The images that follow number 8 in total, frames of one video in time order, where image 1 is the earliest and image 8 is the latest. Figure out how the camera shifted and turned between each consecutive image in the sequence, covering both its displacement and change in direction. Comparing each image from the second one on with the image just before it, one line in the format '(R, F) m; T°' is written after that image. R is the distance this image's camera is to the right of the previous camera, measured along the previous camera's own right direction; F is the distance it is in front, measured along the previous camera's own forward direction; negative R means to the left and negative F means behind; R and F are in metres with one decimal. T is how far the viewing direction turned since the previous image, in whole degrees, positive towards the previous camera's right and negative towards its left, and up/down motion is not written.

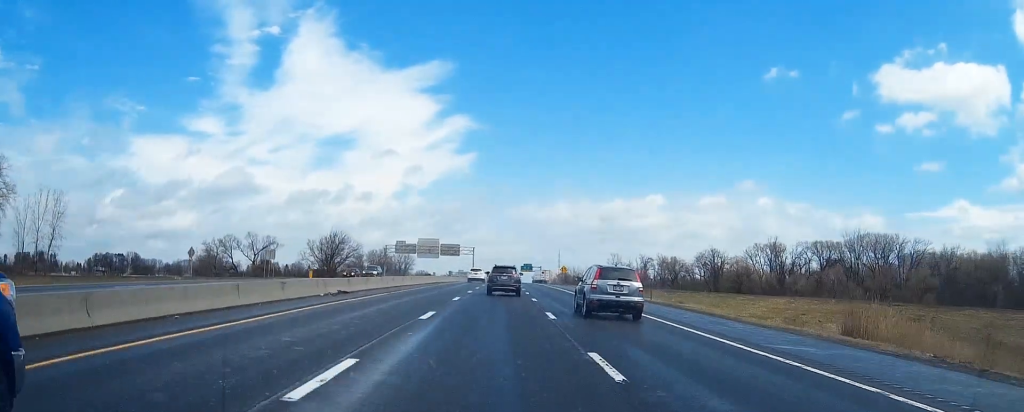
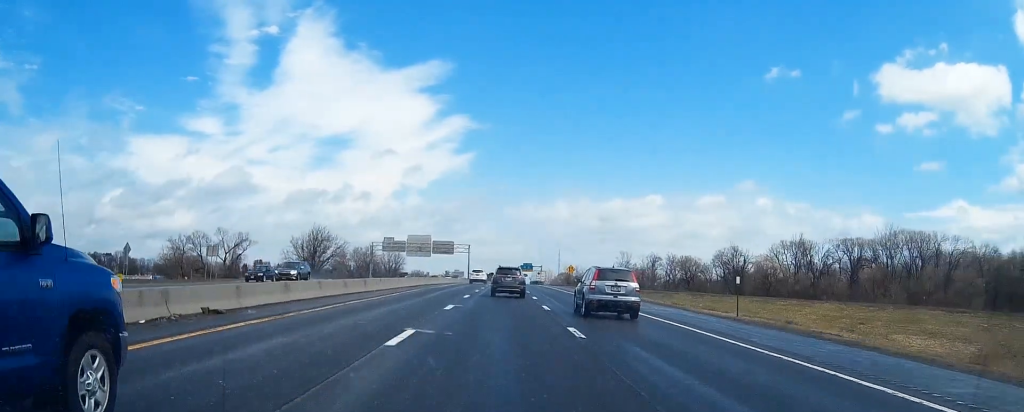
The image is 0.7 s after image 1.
(0.0, +19.0) m; 0°
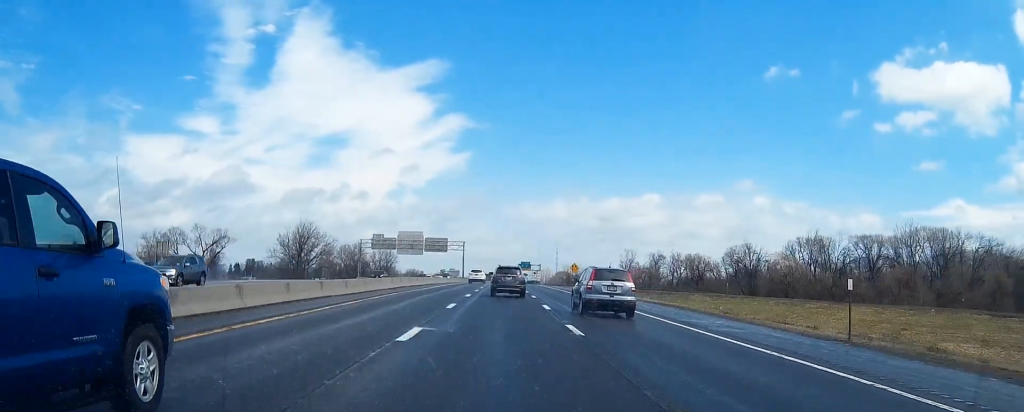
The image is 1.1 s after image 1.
(0.0, +11.3) m; 0°
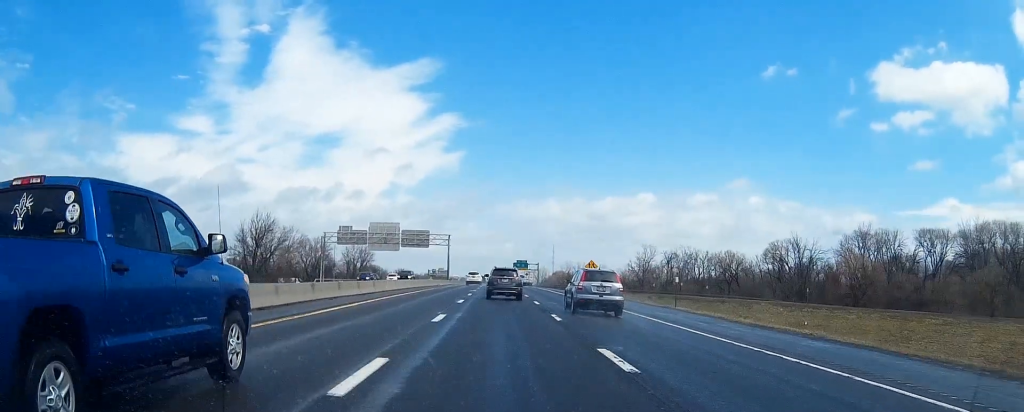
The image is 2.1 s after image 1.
(+0.1, +30.0) m; 0°
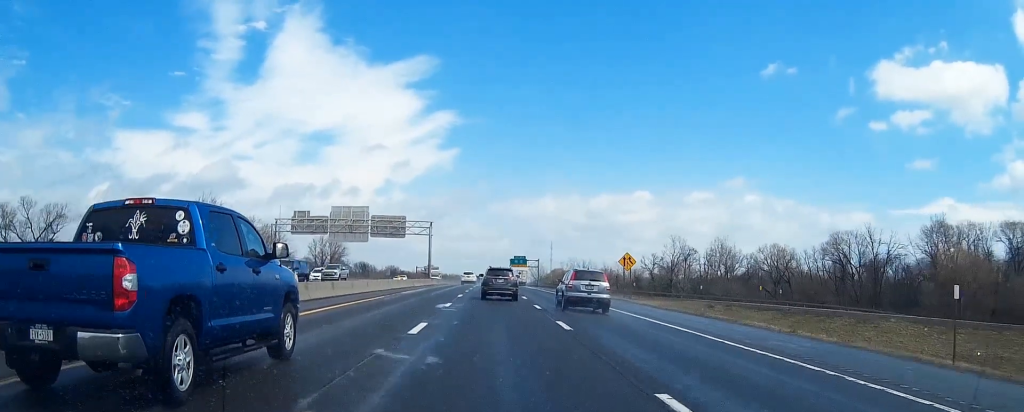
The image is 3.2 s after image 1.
(-0.1, +28.8) m; 0°
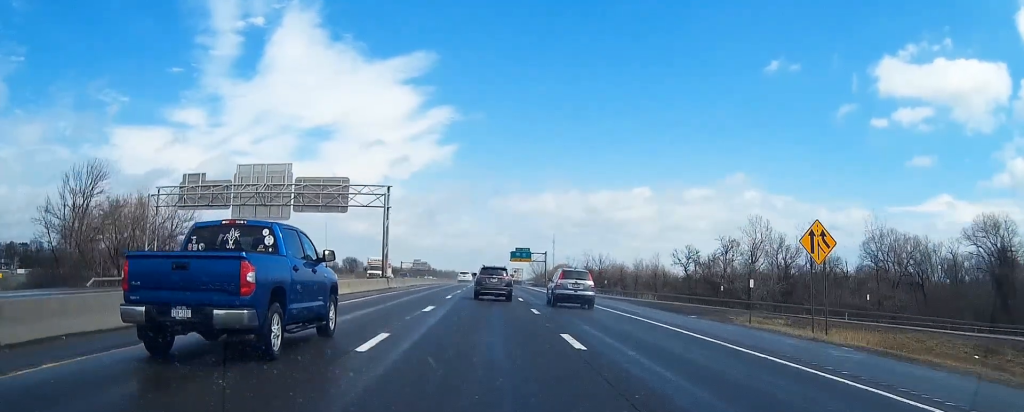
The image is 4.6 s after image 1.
(-0.1, +40.5) m; 0°
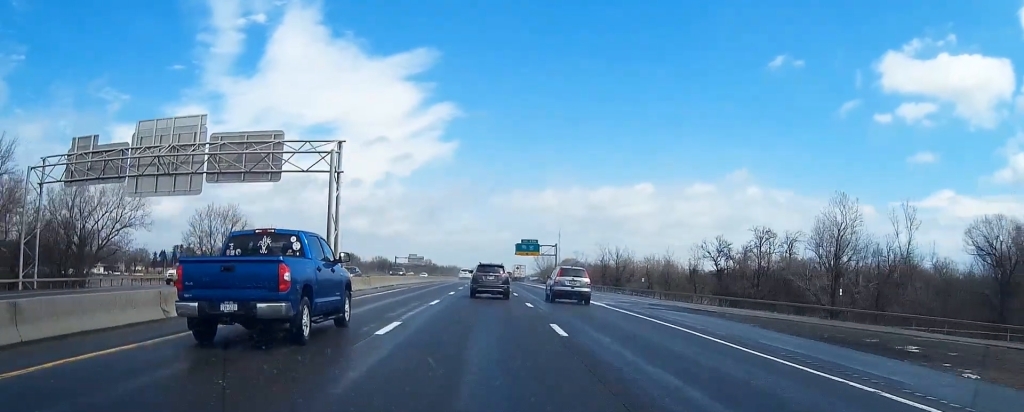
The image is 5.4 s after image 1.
(0.0, +21.9) m; 0°
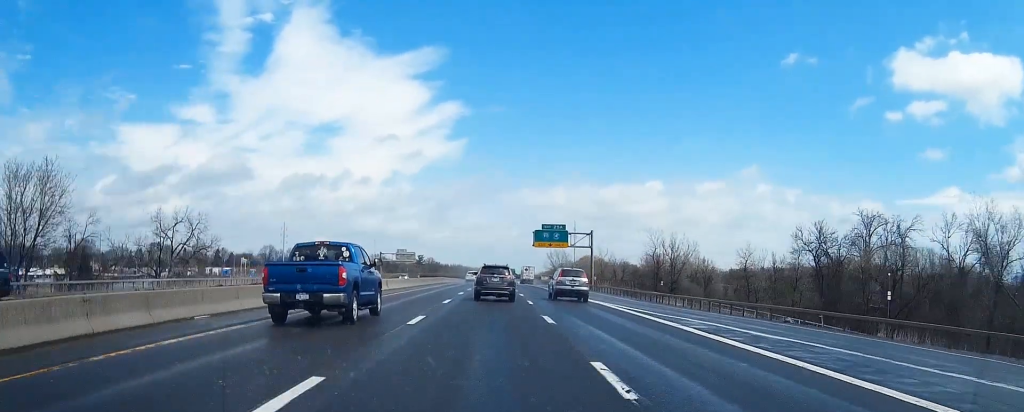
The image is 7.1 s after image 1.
(0.0, +45.1) m; 0°
